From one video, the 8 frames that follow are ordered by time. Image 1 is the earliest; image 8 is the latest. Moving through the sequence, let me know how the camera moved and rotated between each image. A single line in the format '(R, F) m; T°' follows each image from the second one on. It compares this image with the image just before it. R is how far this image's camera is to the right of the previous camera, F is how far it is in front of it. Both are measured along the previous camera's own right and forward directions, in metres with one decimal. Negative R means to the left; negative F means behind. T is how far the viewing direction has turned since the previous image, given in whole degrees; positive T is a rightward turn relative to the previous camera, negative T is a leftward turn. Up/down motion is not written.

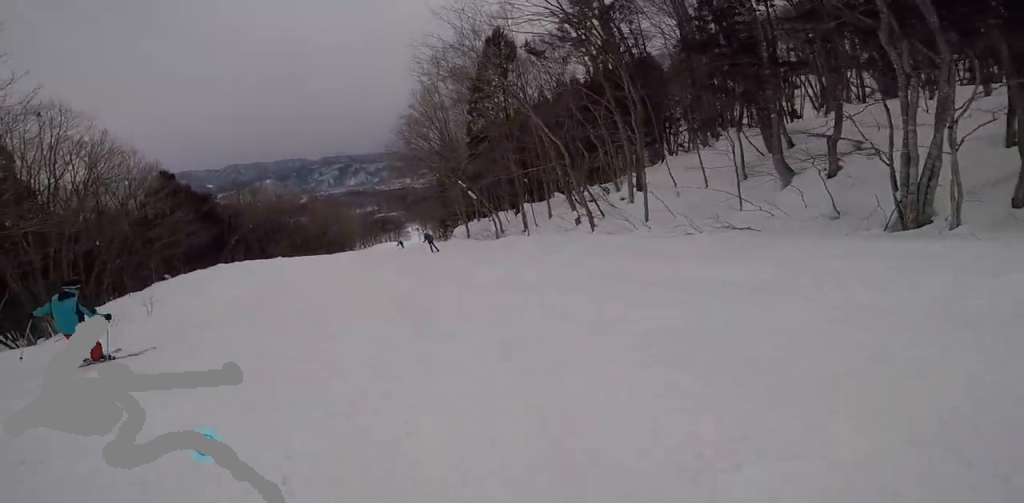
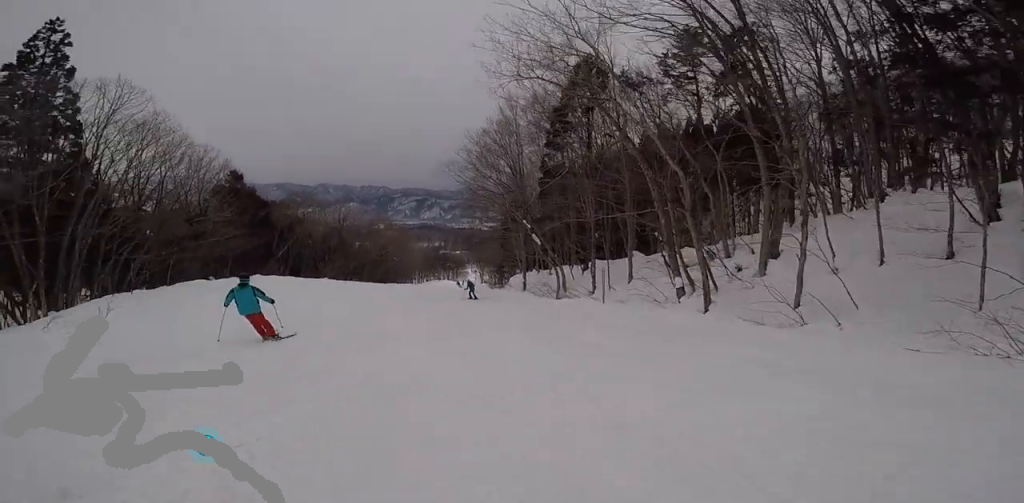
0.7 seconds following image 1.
(+0.3, +4.3) m; -7°
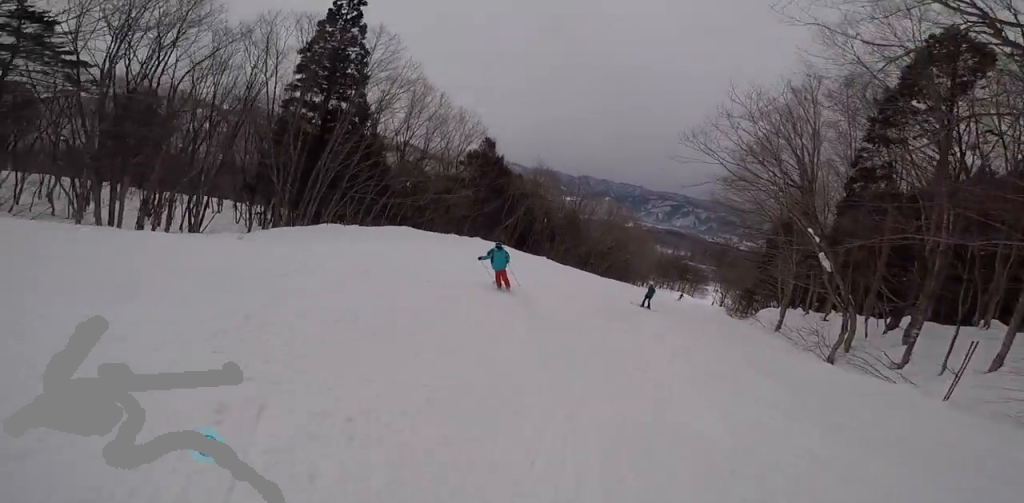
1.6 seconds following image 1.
(-0.6, +4.6) m; -12°
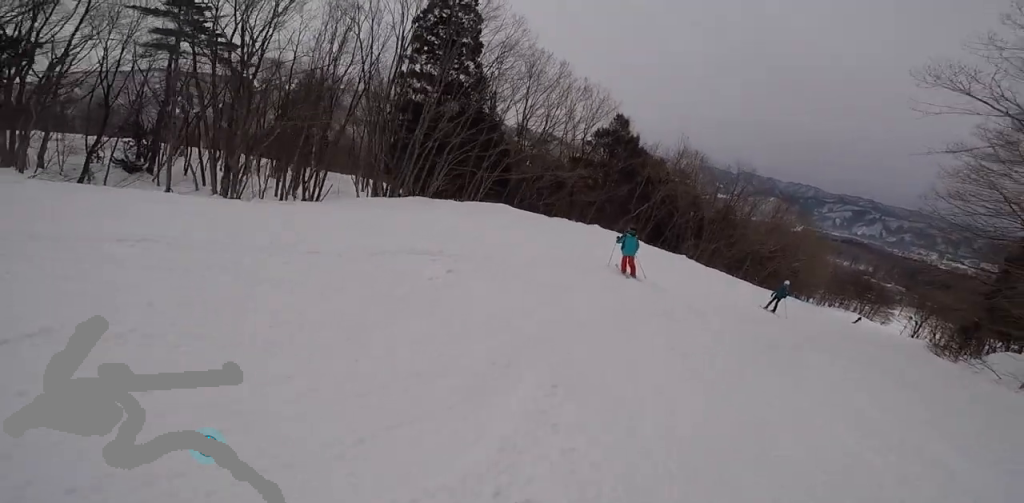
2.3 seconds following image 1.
(-0.5, +3.9) m; -13°
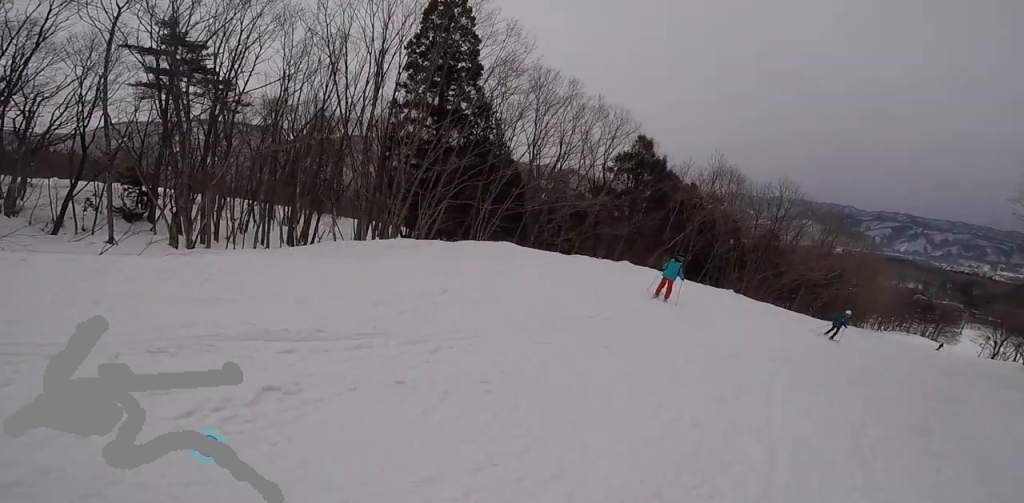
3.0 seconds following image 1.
(+0.1, +3.7) m; -12°
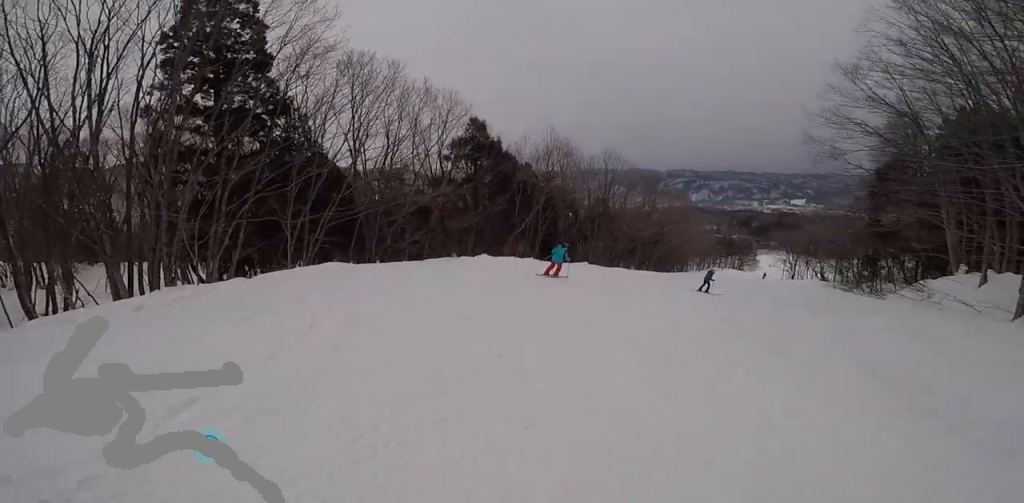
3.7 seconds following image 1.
(-0.8, +3.2) m; 0°
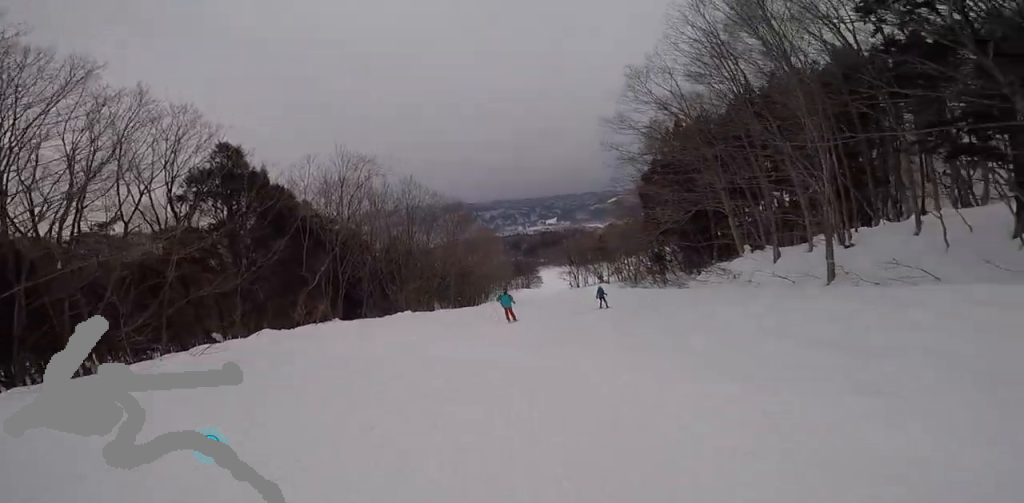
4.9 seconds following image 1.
(+0.7, +5.6) m; +35°
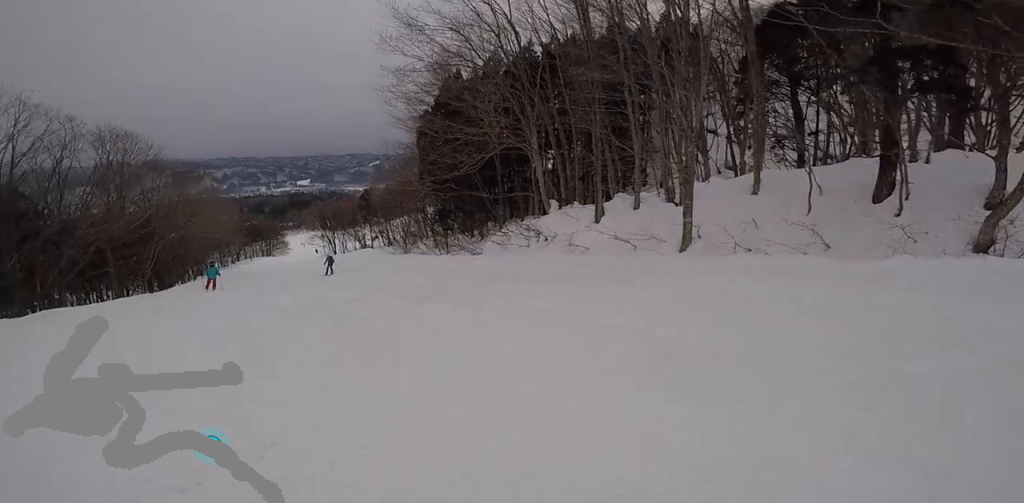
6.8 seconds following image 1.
(+4.5, +8.1) m; +34°
